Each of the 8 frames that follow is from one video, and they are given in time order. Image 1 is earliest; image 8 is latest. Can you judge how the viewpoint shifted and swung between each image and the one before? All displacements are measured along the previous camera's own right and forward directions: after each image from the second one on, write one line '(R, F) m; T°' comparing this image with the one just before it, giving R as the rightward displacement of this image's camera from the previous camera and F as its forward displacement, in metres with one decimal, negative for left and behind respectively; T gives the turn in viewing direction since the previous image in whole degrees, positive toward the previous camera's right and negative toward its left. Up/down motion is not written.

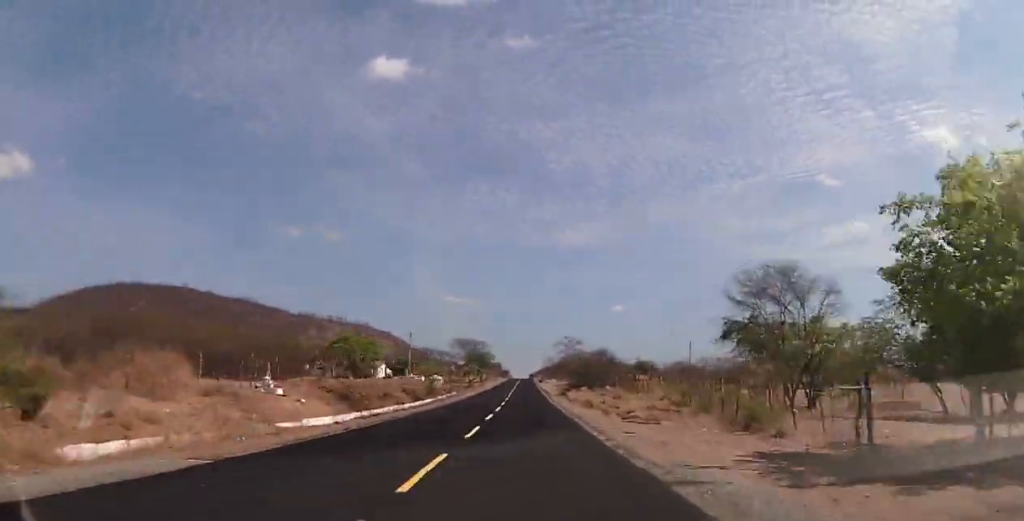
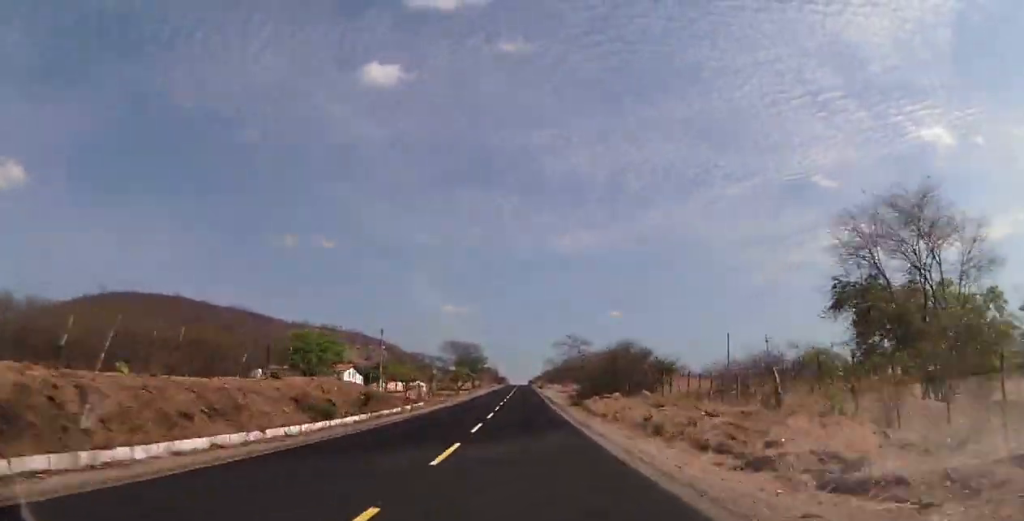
(+0.2, +21.5) m; 0°
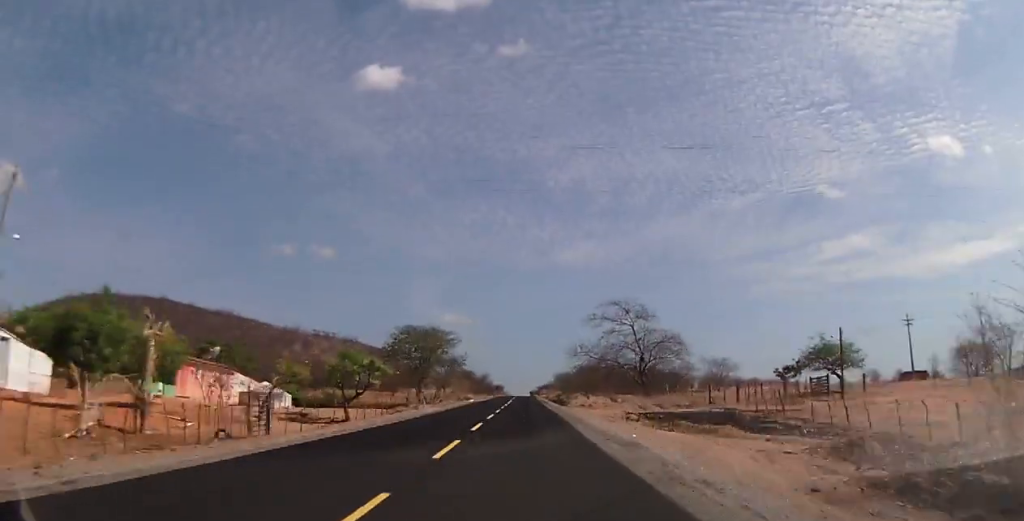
(-1.3, +73.8) m; -1°
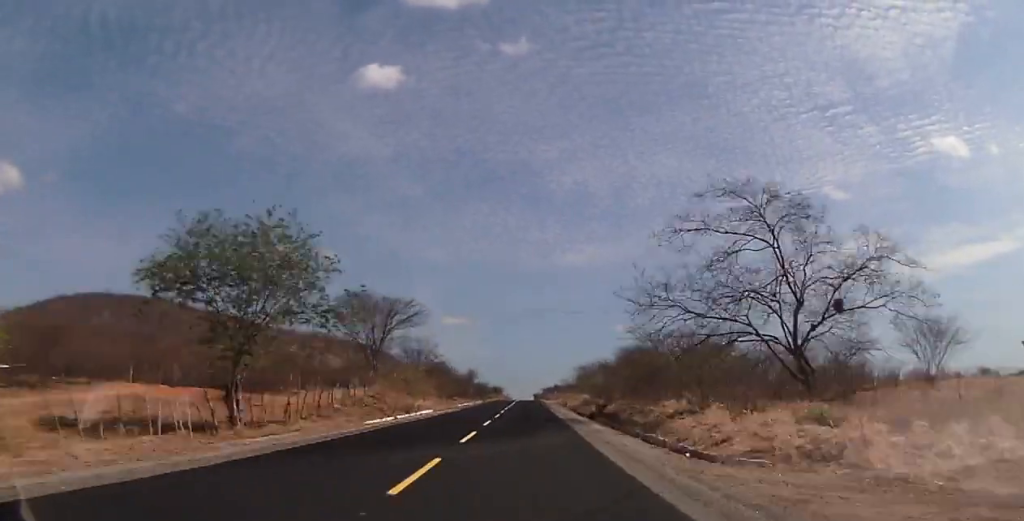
(+0.4, +44.4) m; +1°
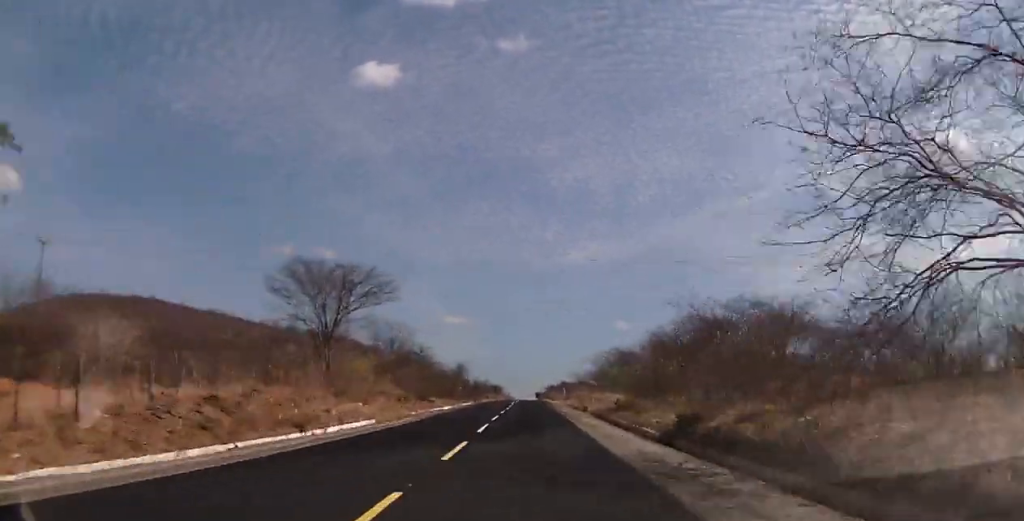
(+0.1, +21.1) m; 0°
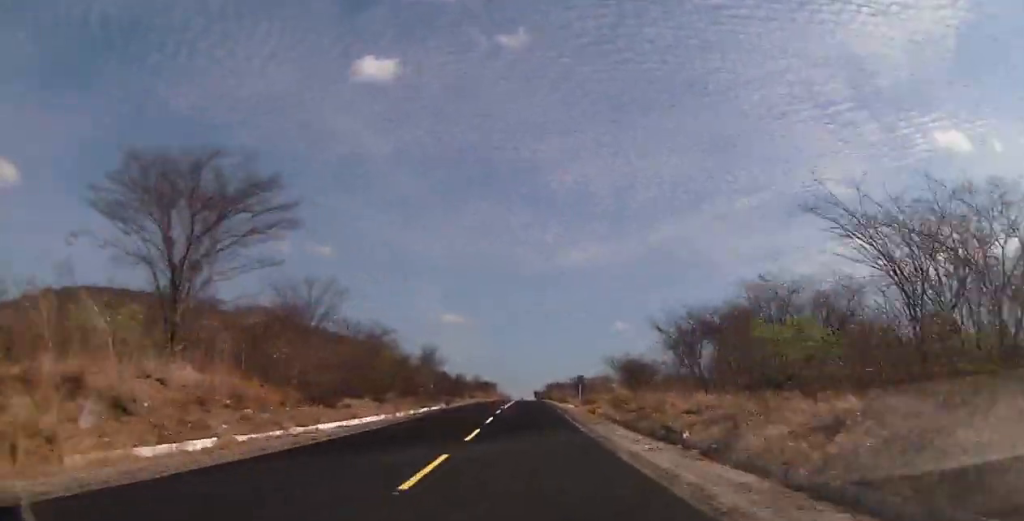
(-0.5, +29.2) m; -1°
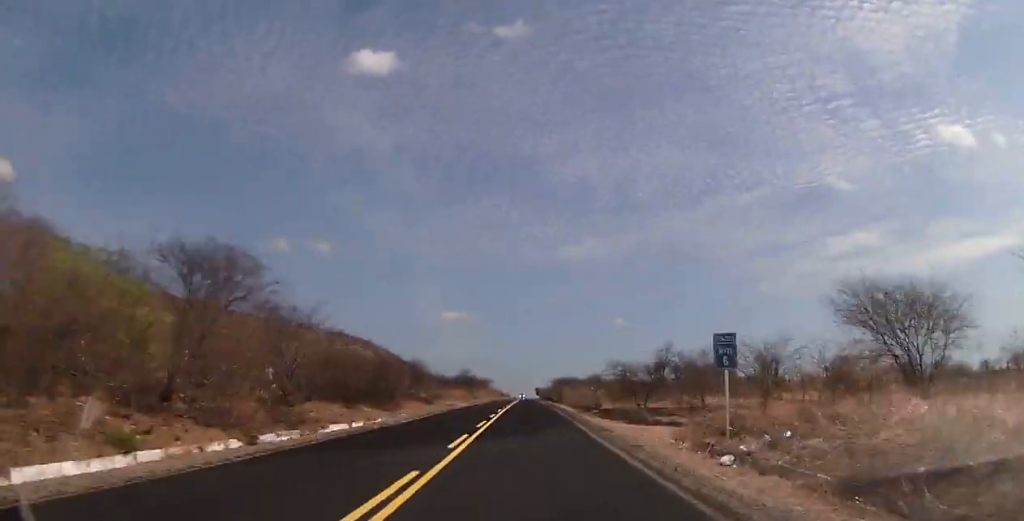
(+0.2, +45.2) m; 0°
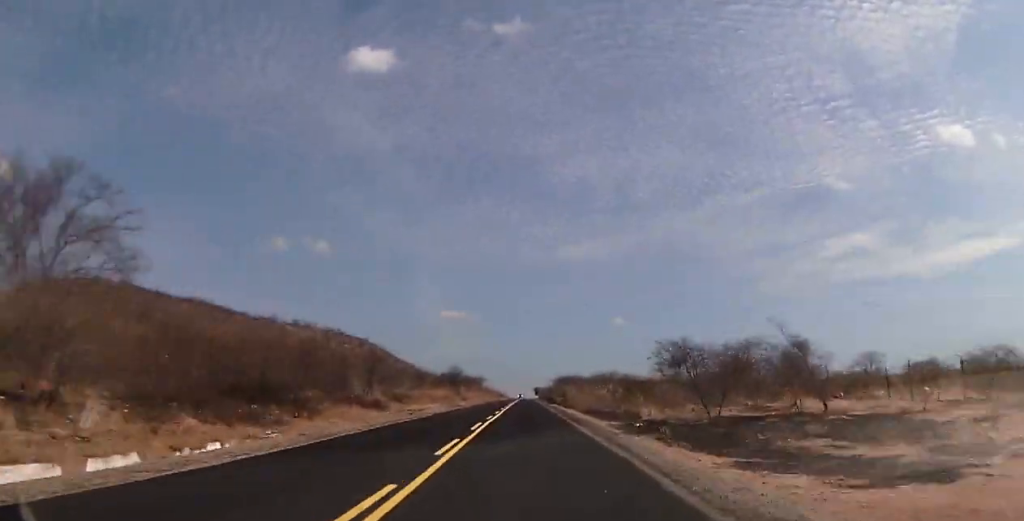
(0.0, +18.4) m; 0°
